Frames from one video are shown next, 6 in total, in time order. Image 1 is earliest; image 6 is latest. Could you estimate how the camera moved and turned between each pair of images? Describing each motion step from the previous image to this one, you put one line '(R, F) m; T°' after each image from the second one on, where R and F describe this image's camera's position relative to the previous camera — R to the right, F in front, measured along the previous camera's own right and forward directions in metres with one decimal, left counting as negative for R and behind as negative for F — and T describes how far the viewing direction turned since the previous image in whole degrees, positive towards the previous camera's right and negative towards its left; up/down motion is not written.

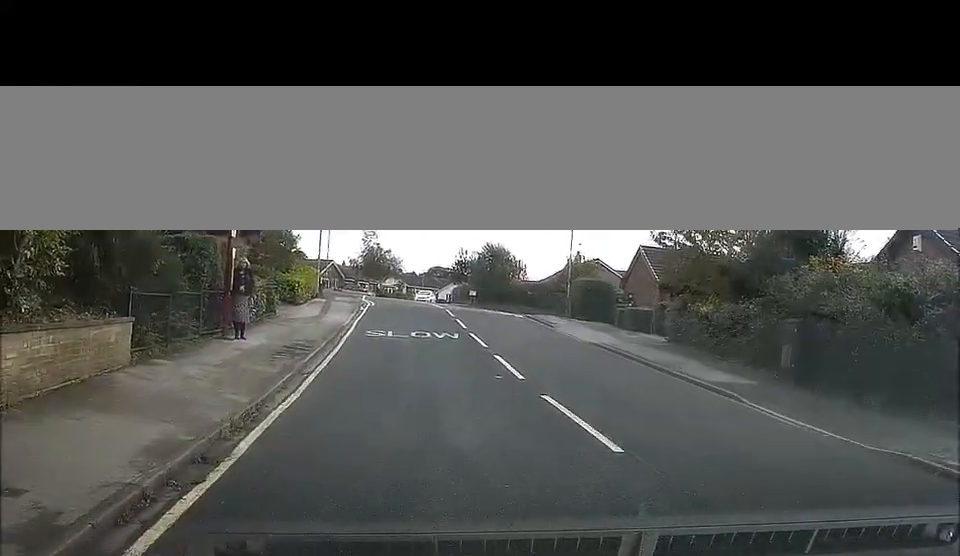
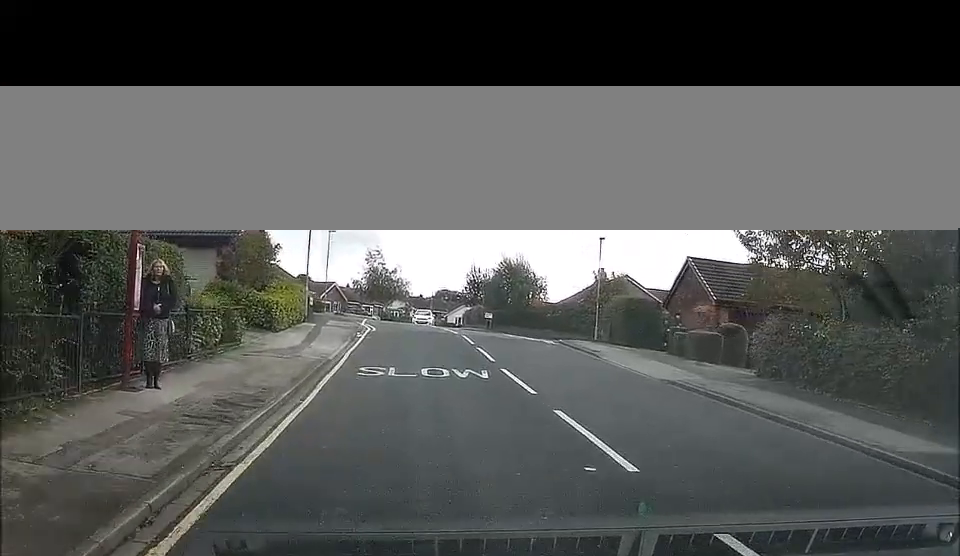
(0.0, +6.9) m; -2°
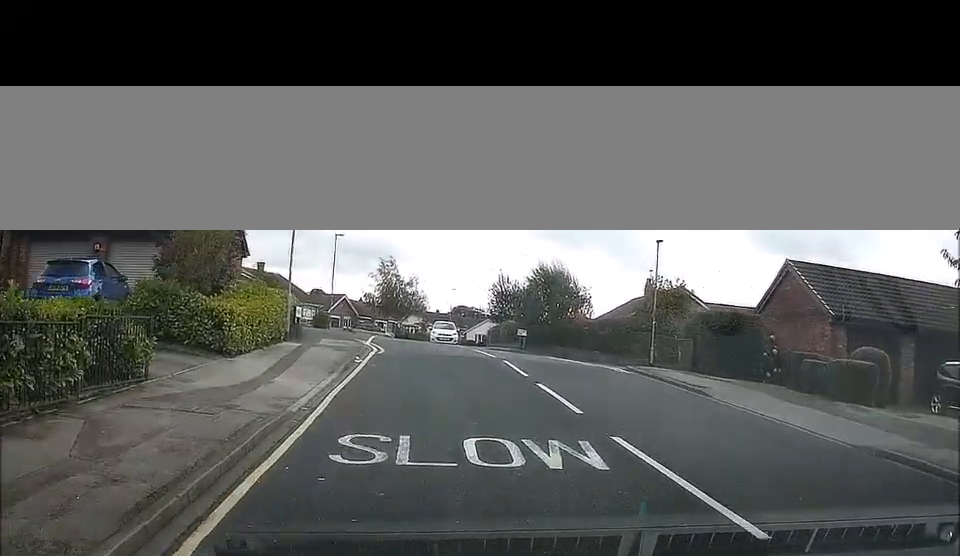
(-0.4, +10.2) m; -3°
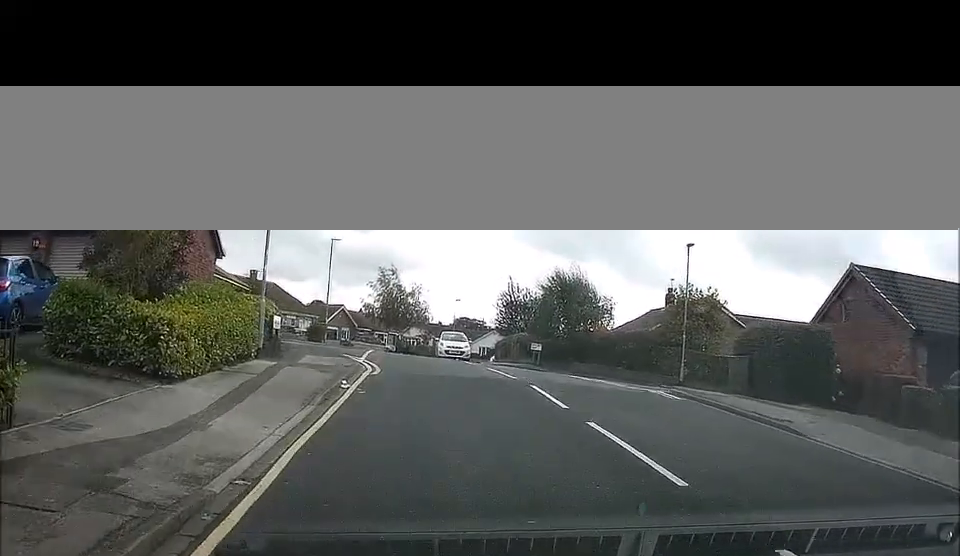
(-0.2, +5.1) m; +1°
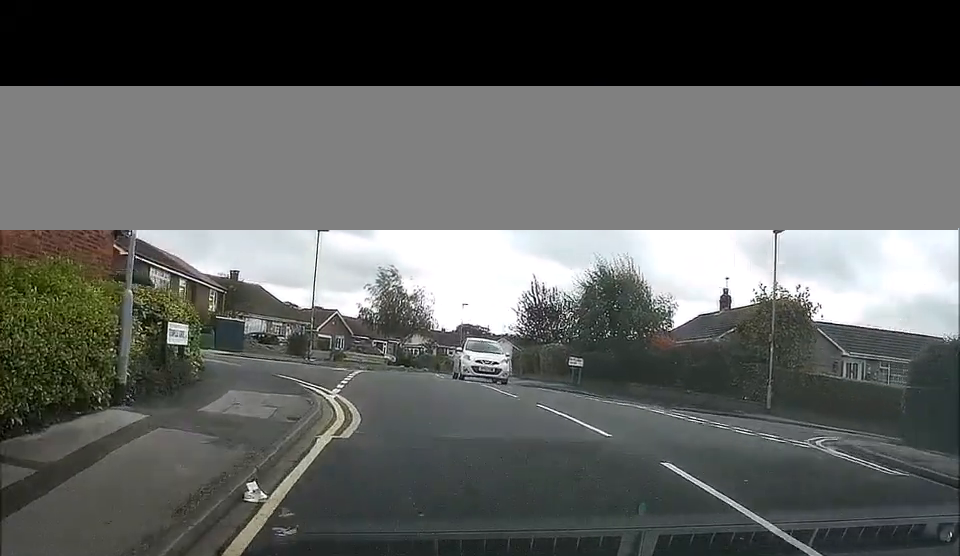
(+0.4, +10.6) m; +2°
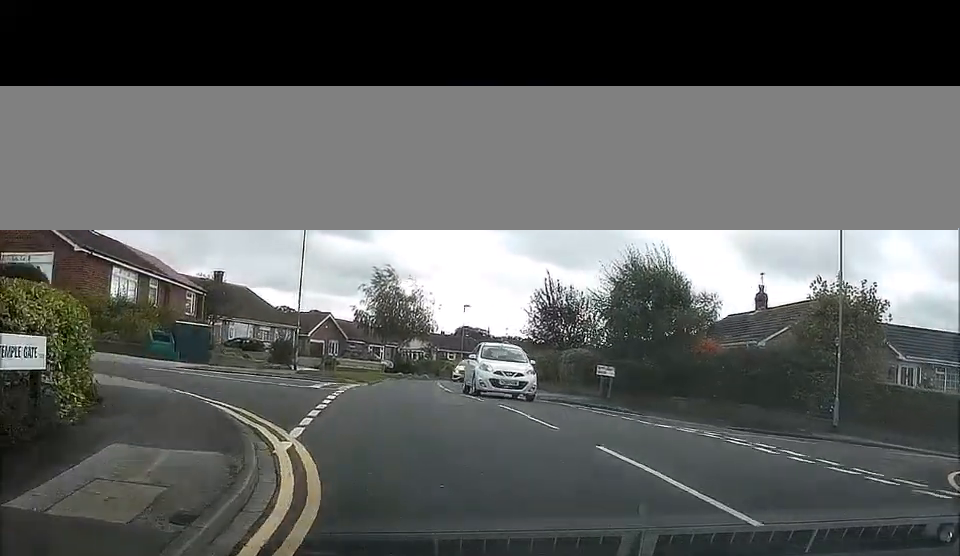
(-0.1, +5.0) m; -2°
